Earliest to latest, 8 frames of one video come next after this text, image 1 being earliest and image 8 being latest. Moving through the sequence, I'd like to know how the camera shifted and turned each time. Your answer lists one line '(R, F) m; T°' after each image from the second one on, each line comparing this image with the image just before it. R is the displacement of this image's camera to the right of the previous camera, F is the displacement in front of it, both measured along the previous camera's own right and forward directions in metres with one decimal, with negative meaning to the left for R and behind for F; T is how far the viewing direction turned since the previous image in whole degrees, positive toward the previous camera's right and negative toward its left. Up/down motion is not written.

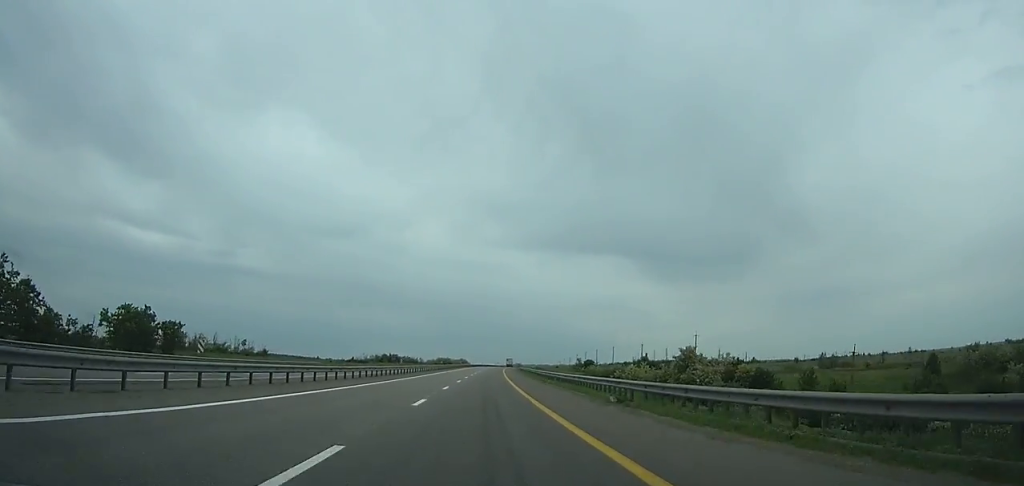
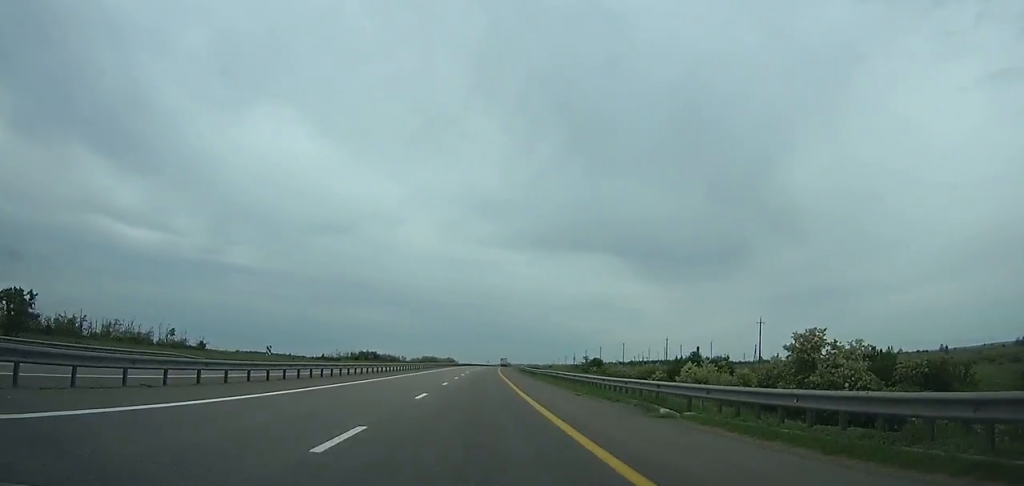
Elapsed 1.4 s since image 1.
(+0.1, +35.4) m; +1°
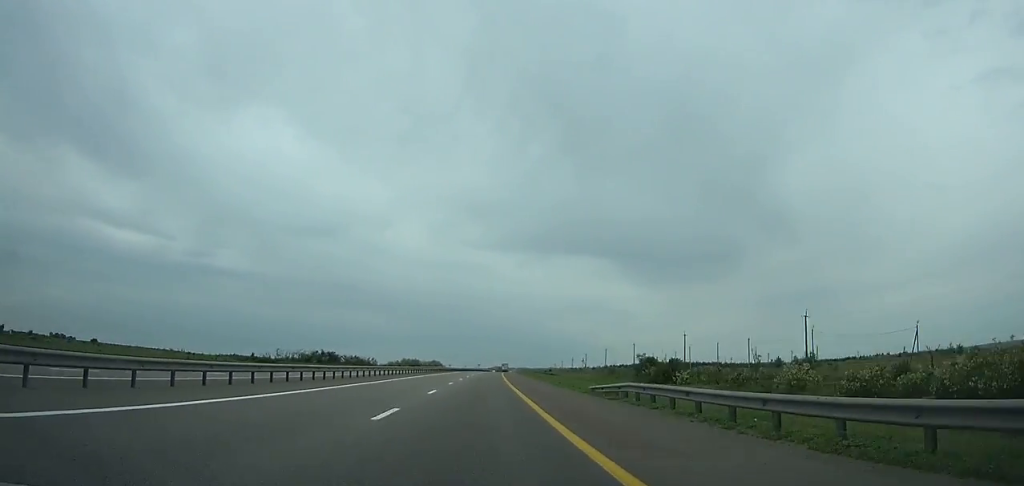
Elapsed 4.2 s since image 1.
(+1.0, +72.1) m; +2°
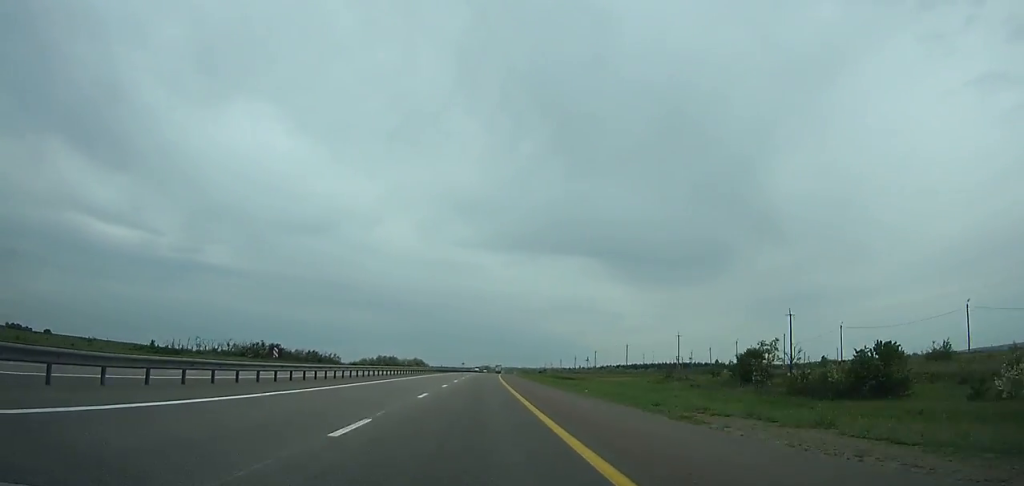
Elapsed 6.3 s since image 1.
(+0.7, +54.8) m; +1°
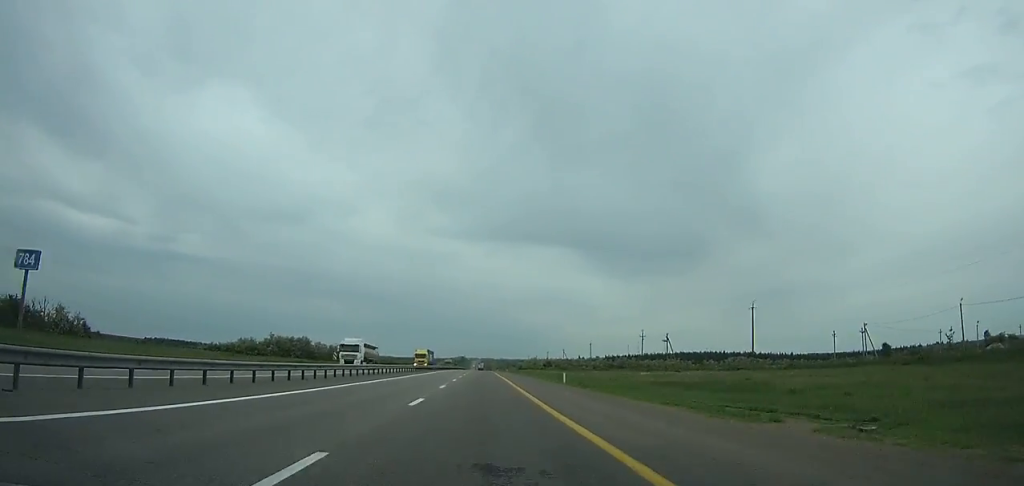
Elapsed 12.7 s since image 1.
(+3.4, +155.3) m; +2°
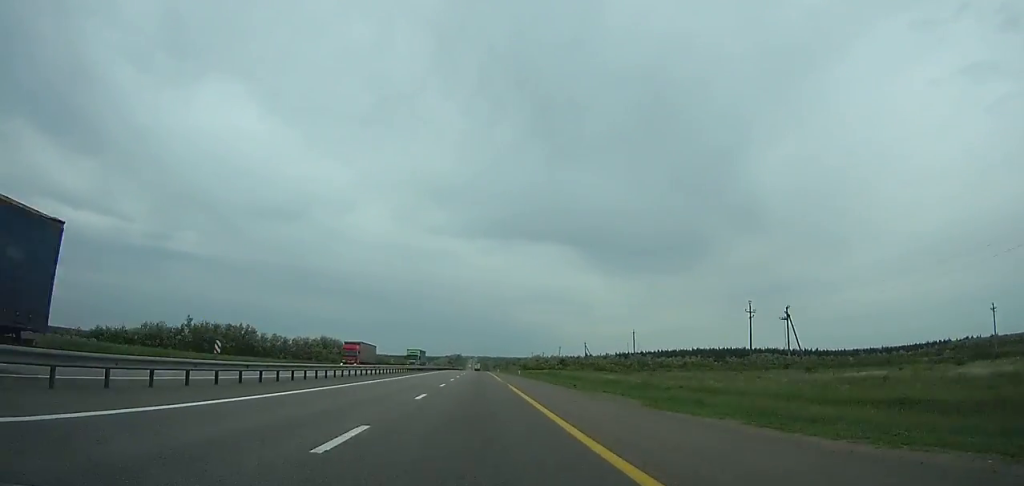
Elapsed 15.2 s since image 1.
(0.0, +55.8) m; 0°
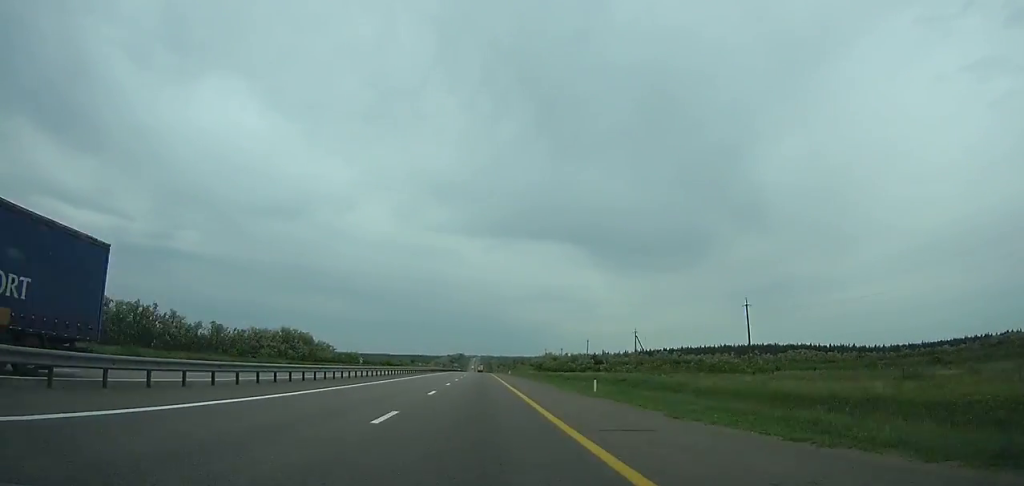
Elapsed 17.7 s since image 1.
(0.0, +55.2) m; 0°
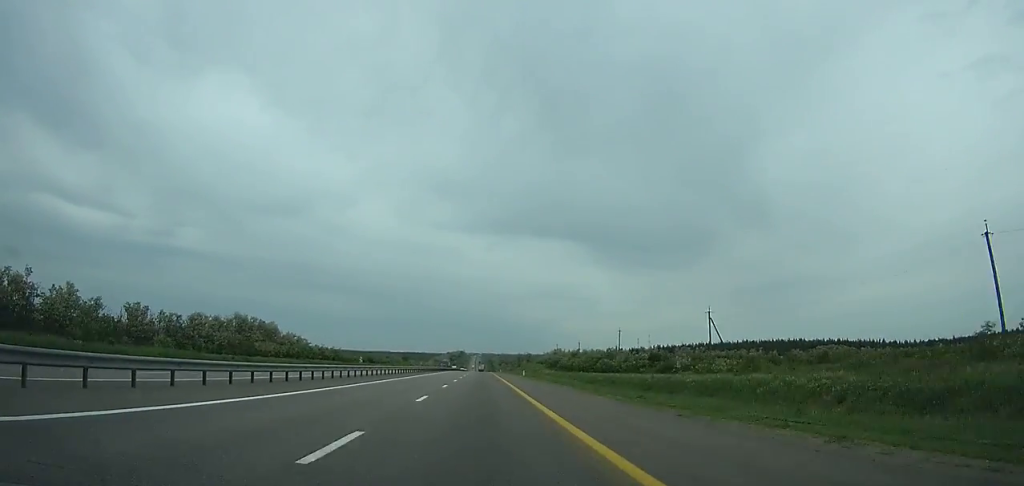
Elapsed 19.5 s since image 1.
(0.0, +40.4) m; 0°
